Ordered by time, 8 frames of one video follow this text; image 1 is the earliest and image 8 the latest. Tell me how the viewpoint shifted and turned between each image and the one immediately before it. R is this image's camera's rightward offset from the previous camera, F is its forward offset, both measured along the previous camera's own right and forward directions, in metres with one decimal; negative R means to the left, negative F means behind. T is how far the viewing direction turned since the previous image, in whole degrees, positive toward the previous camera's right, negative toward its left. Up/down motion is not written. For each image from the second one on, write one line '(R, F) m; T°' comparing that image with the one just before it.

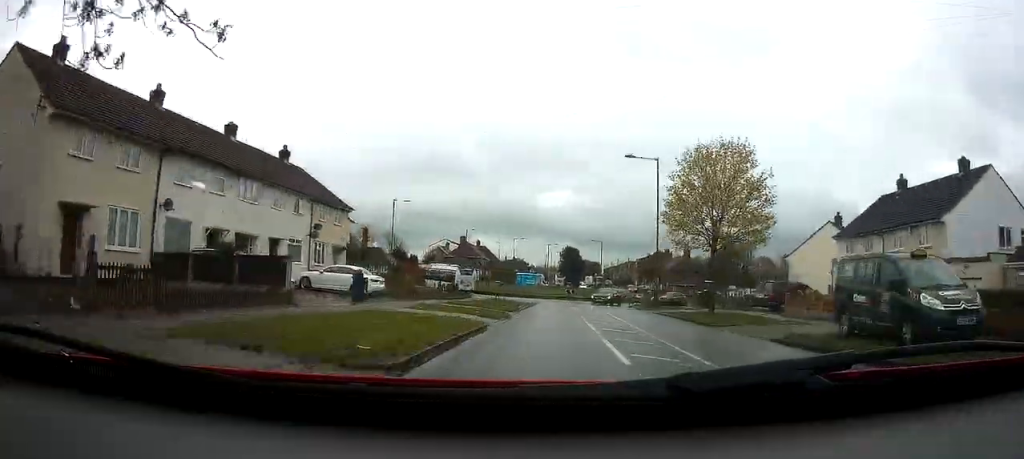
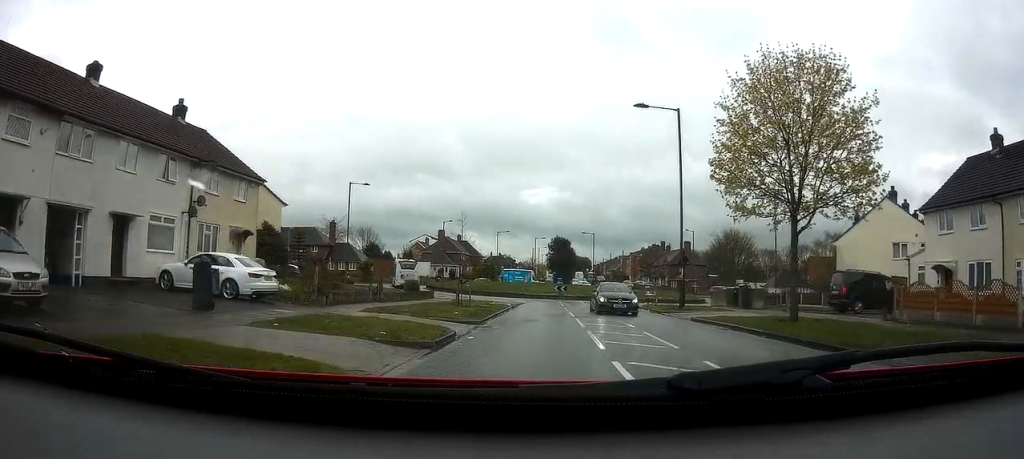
(+0.2, +11.4) m; +1°
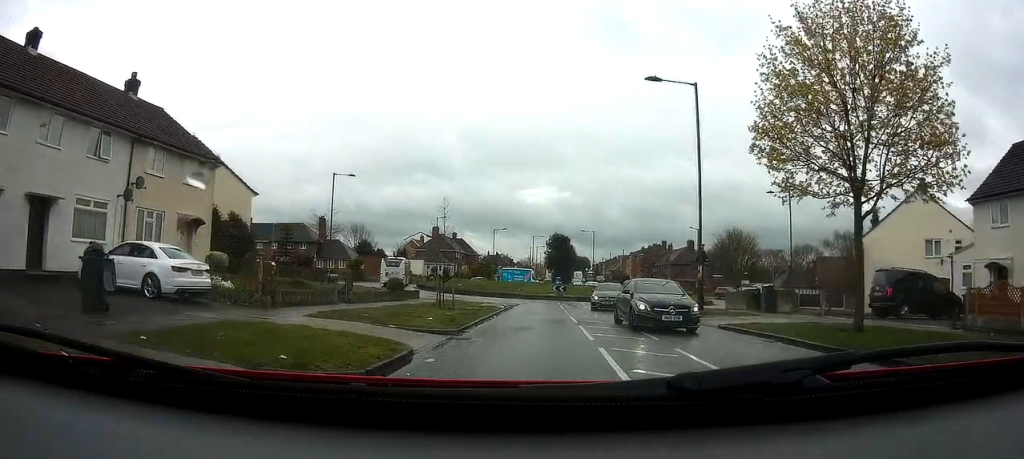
(0.0, +4.1) m; -1°
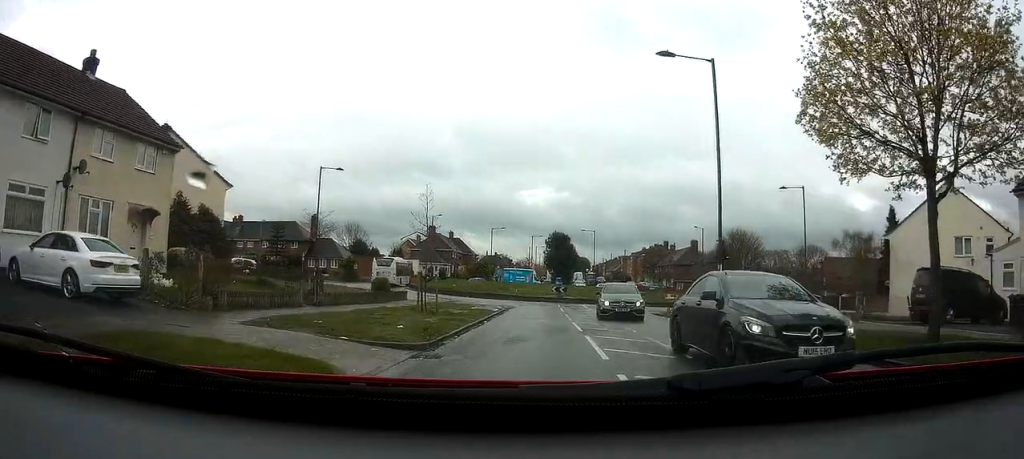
(-0.1, +3.1) m; -1°
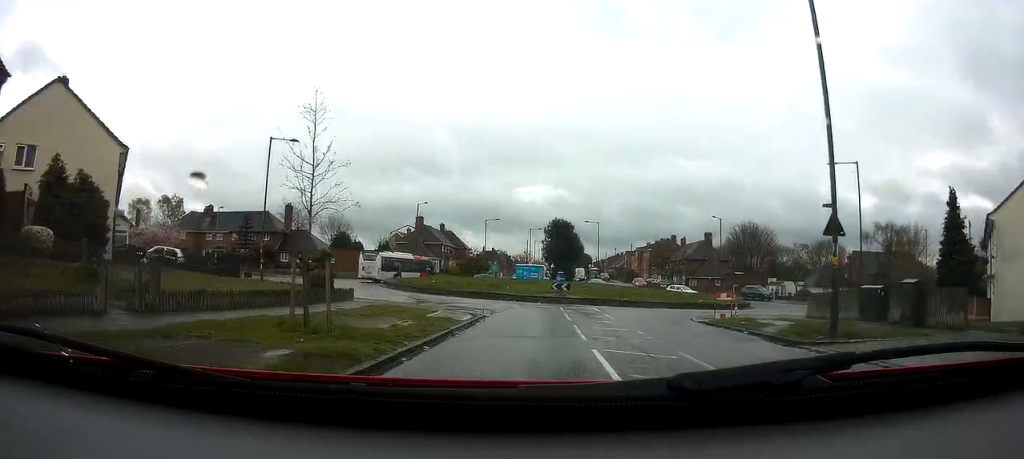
(-0.2, +9.3) m; -1°
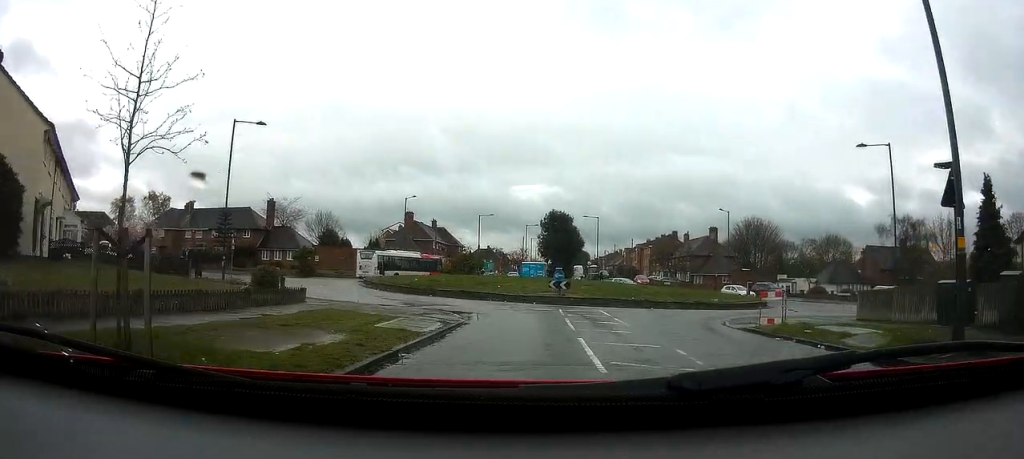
(+0.1, +4.6) m; 0°
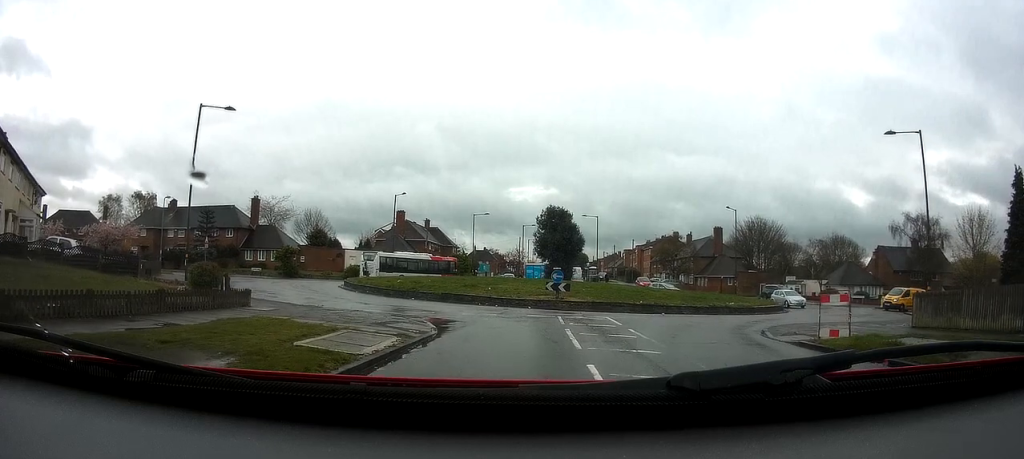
(-0.1, +3.6) m; -1°
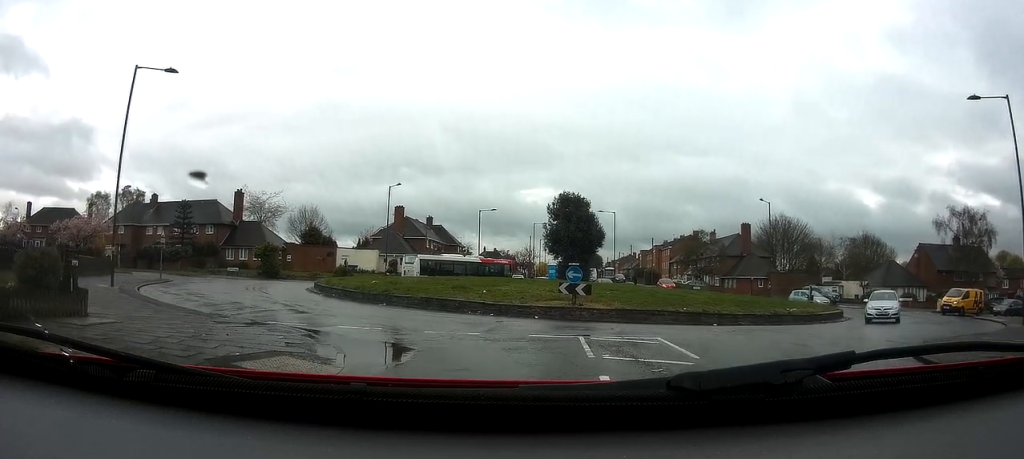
(-0.2, +6.8) m; 0°
